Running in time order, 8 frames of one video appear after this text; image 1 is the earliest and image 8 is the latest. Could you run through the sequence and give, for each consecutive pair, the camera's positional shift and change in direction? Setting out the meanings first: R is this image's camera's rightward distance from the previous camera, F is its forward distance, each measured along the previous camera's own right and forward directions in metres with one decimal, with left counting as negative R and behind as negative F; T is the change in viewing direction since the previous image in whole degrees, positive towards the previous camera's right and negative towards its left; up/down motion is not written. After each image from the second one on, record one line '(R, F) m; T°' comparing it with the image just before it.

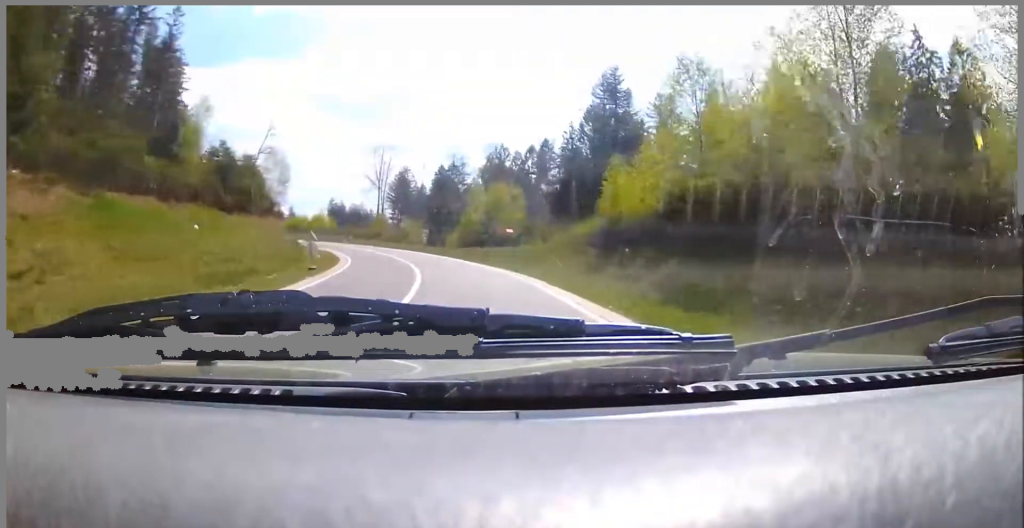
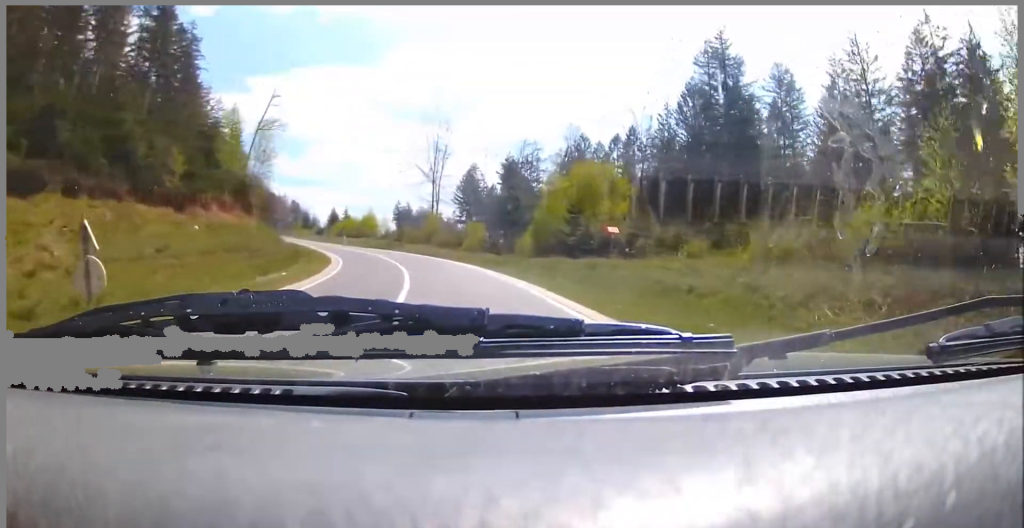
(-2.6, +18.1) m; -12°
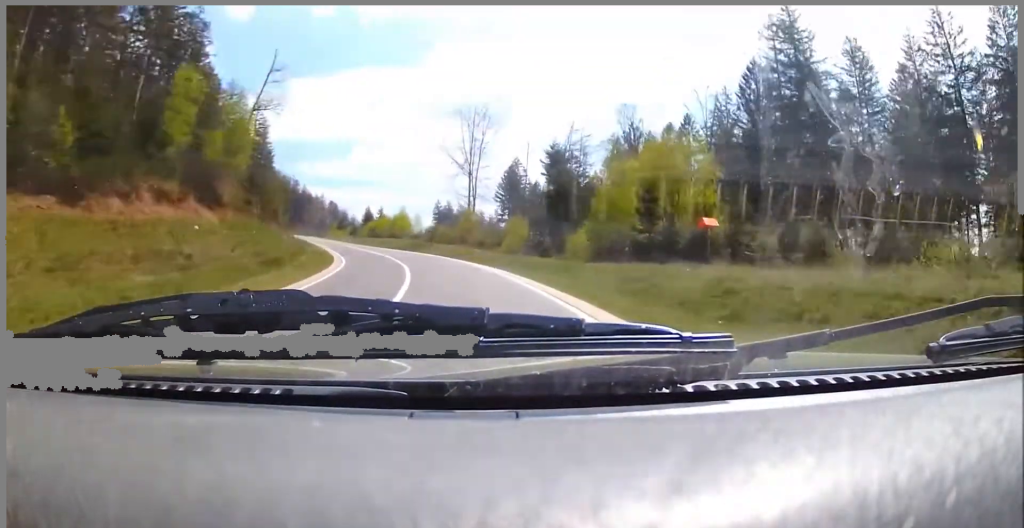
(0.0, +8.9) m; -3°
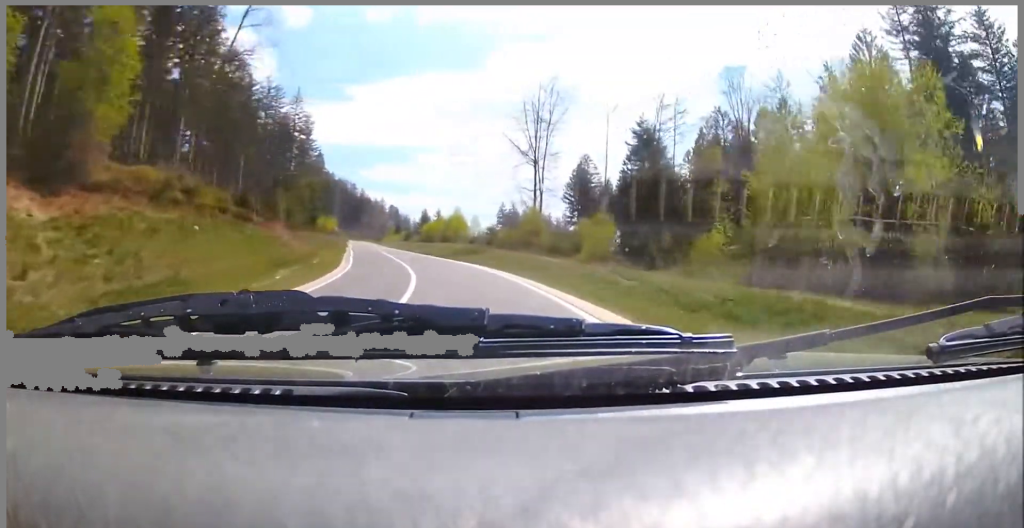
(-0.5, +13.6) m; -6°
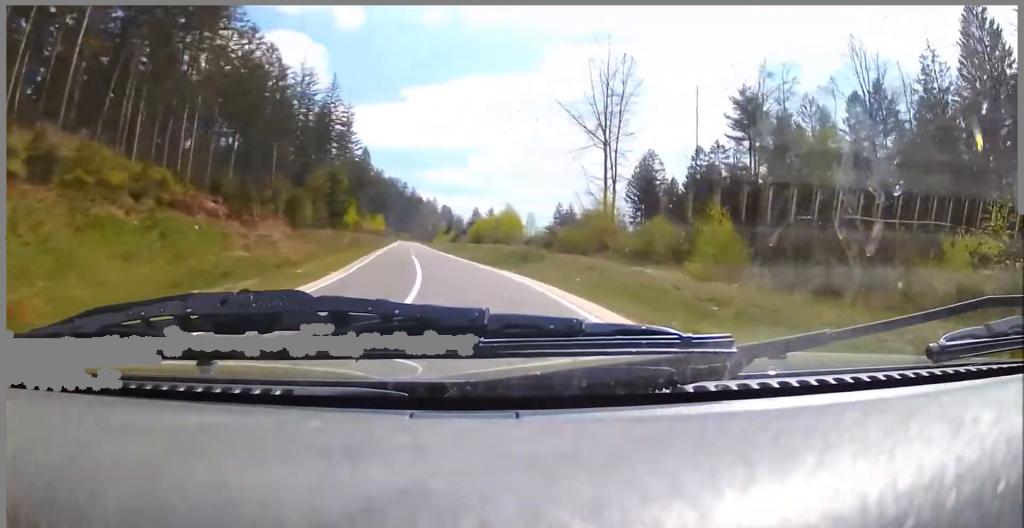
(-0.6, +11.3) m; -6°
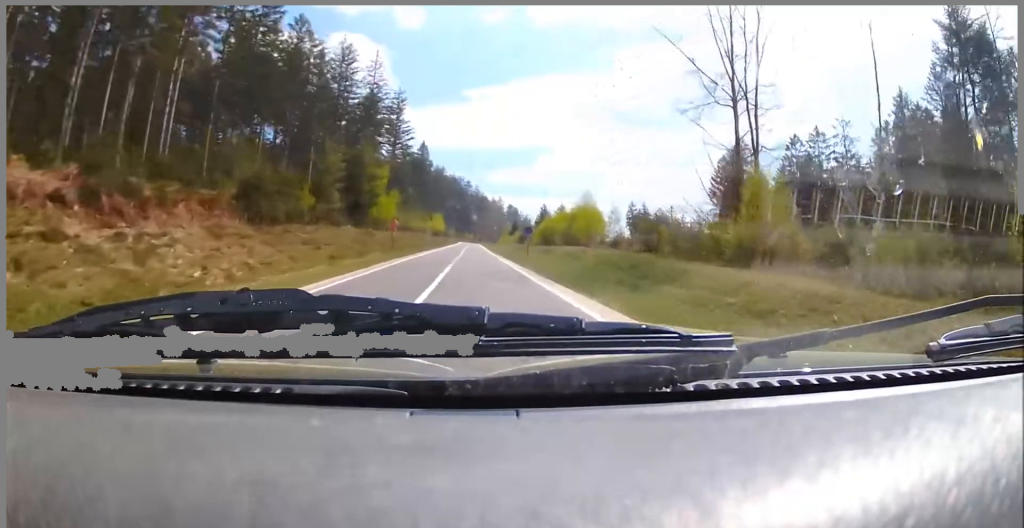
(-0.6, +14.8) m; -5°
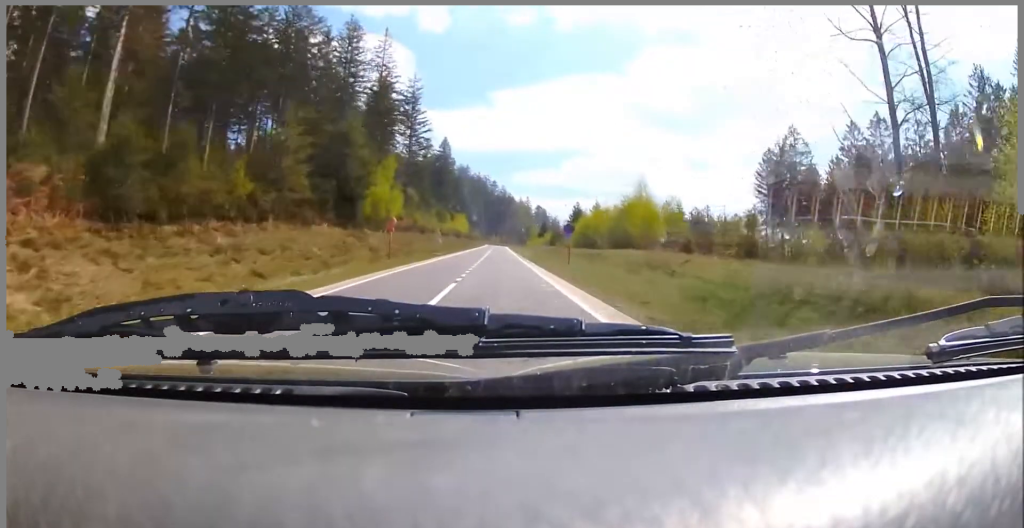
(-0.4, +11.6) m; -3°
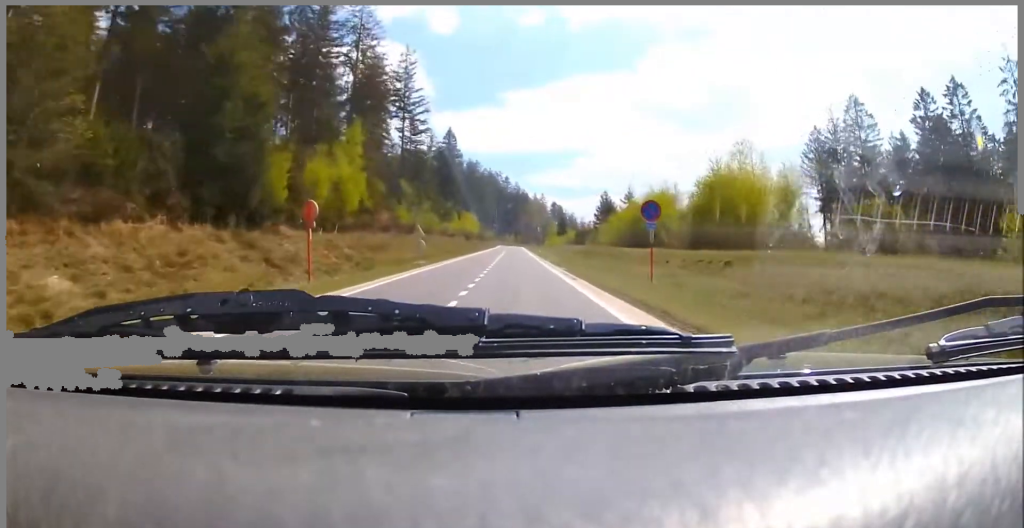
(-0.4, +17.2) m; 0°
